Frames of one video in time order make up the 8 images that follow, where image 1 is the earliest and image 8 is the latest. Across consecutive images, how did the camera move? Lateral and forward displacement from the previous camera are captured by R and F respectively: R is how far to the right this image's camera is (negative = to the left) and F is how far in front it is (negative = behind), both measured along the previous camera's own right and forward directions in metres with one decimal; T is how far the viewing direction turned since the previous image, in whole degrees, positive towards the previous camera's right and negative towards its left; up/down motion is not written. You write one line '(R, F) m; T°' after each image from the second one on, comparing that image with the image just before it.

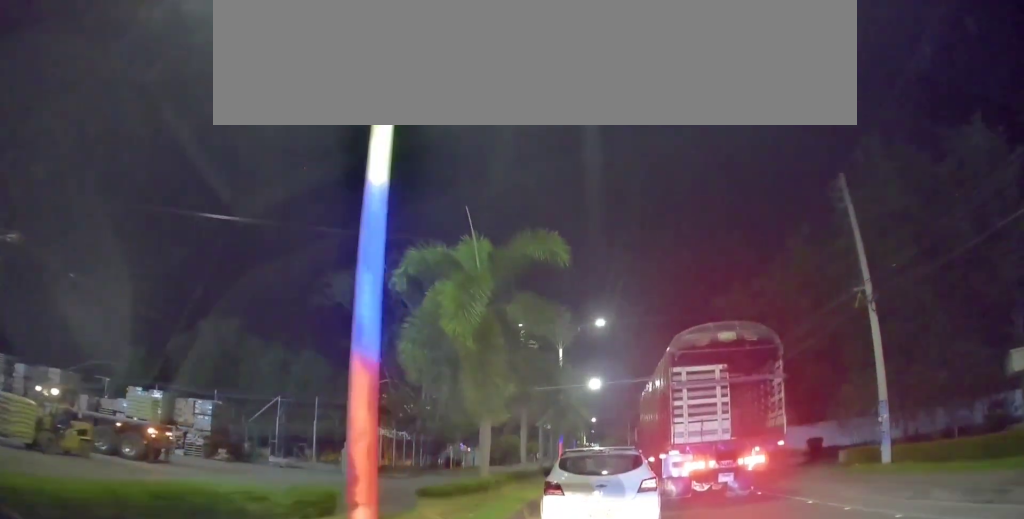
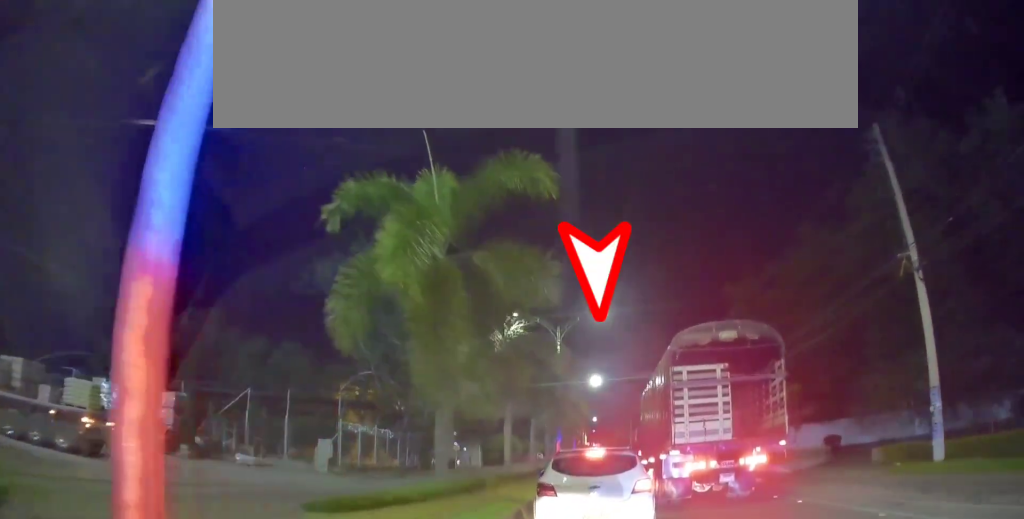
(0.0, +3.4) m; -2°
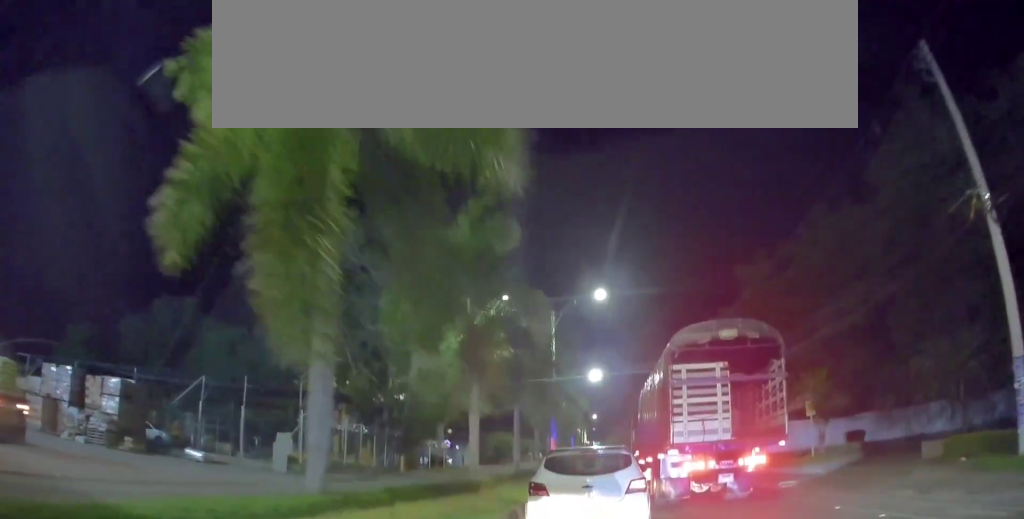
(+0.1, +4.1) m; -2°
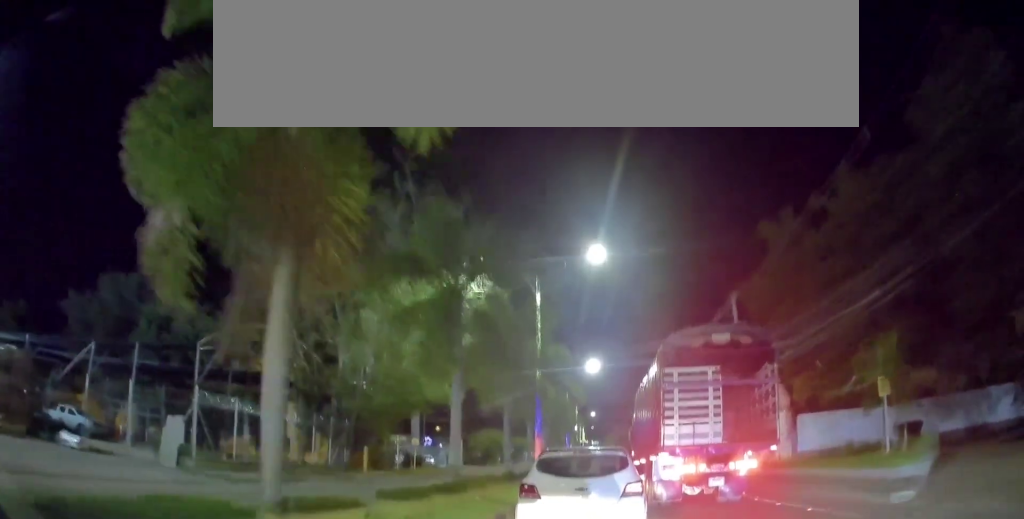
(-0.5, +7.8) m; -4°
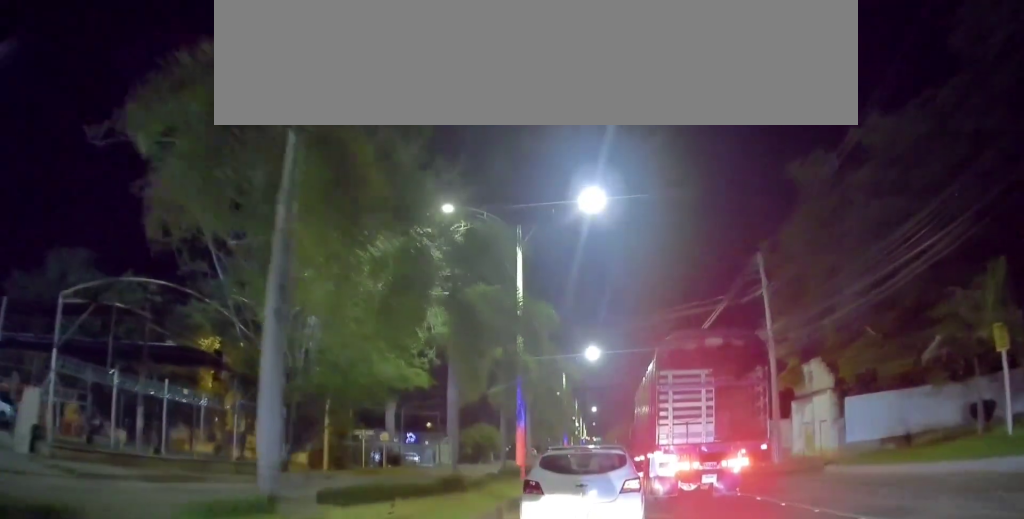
(-0.1, +7.2) m; +3°
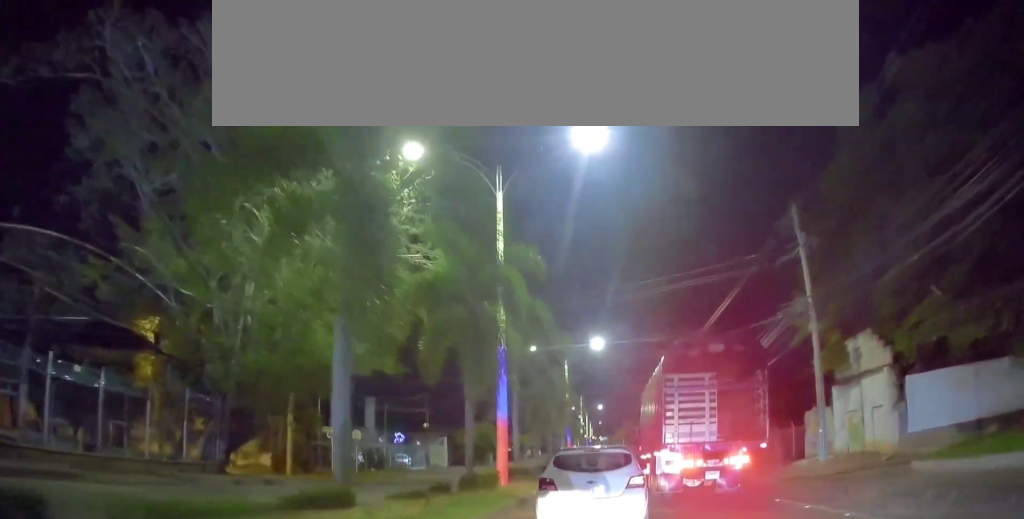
(+0.3, +5.8) m; +1°
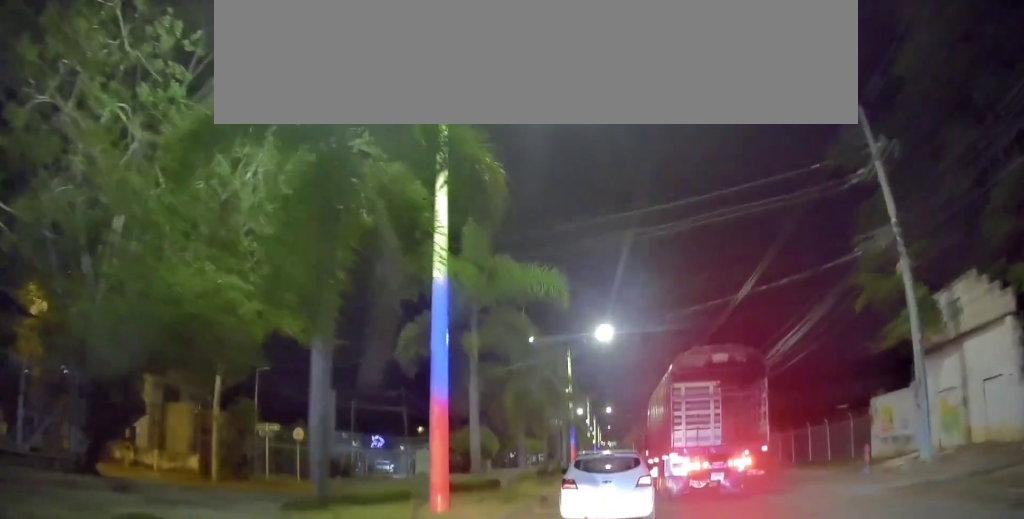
(-0.1, +7.6) m; -2°
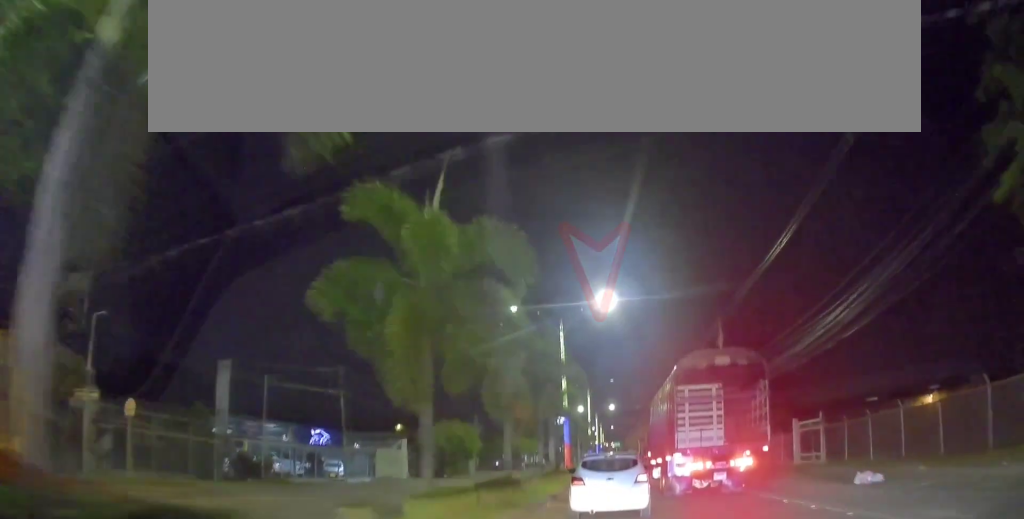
(-0.3, +9.8) m; +2°
